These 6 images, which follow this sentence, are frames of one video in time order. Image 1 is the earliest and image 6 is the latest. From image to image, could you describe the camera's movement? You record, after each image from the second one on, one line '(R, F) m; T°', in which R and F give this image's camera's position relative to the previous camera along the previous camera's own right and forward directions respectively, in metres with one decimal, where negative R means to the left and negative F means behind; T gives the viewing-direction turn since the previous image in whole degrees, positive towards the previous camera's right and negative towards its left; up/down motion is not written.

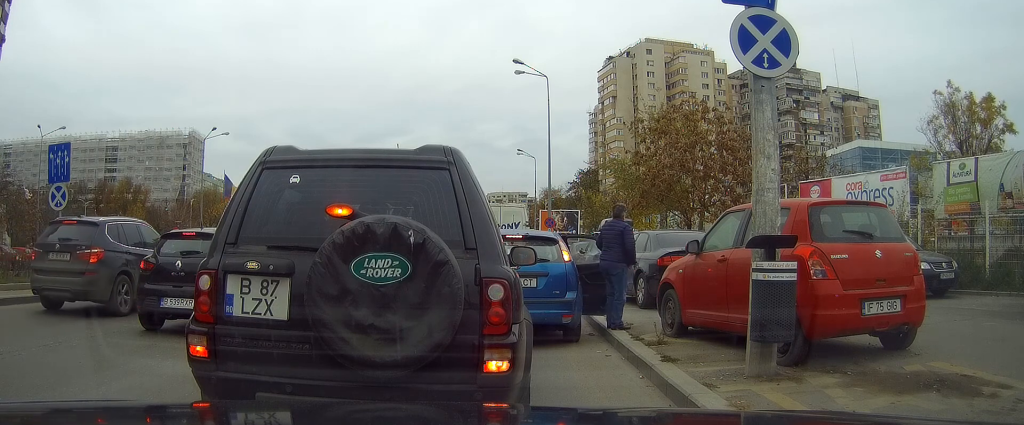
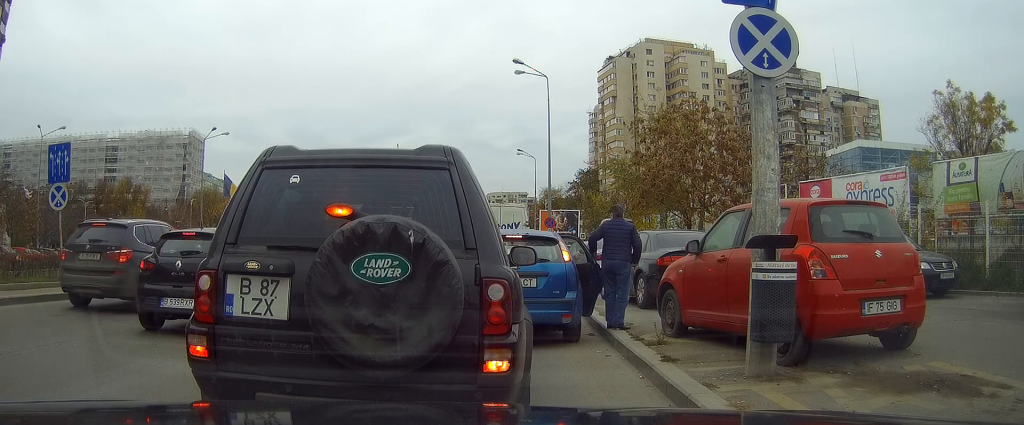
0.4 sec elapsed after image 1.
(0.0, 0.0) m; 0°
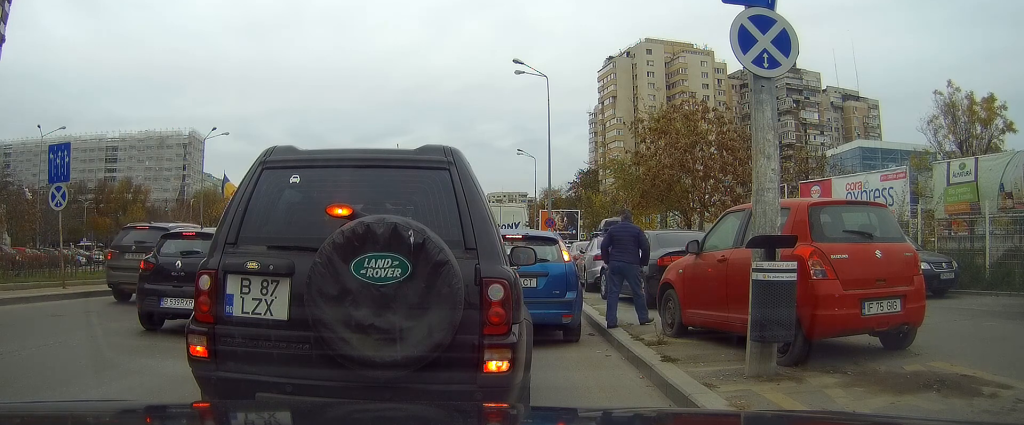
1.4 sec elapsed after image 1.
(+0.2, 0.0) m; 0°
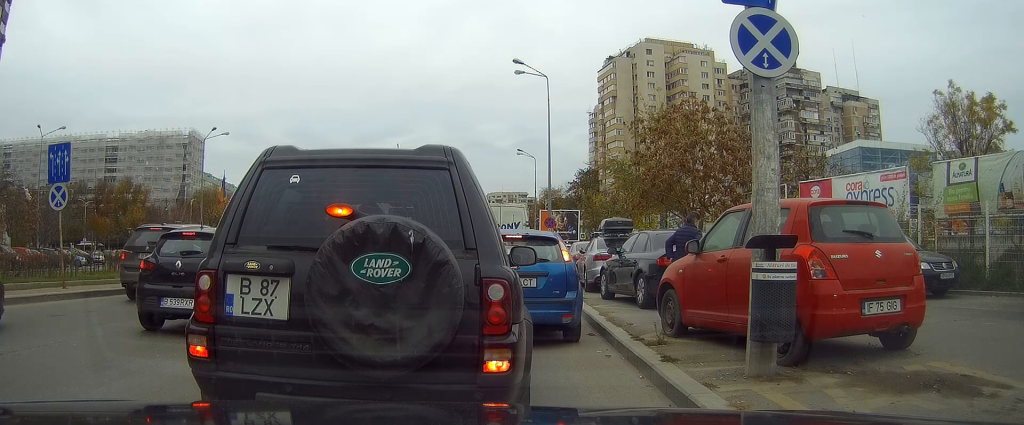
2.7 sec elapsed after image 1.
(+0.3, +0.1) m; 0°
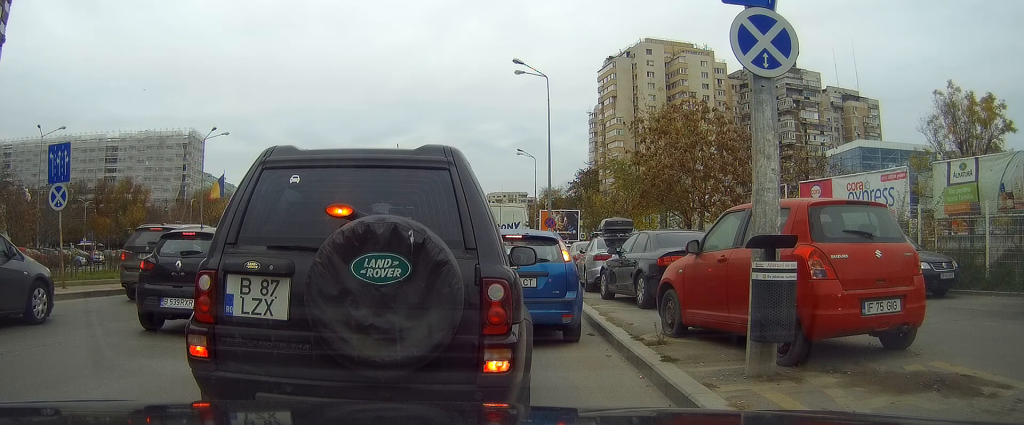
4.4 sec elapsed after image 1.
(+0.4, 0.0) m; 0°
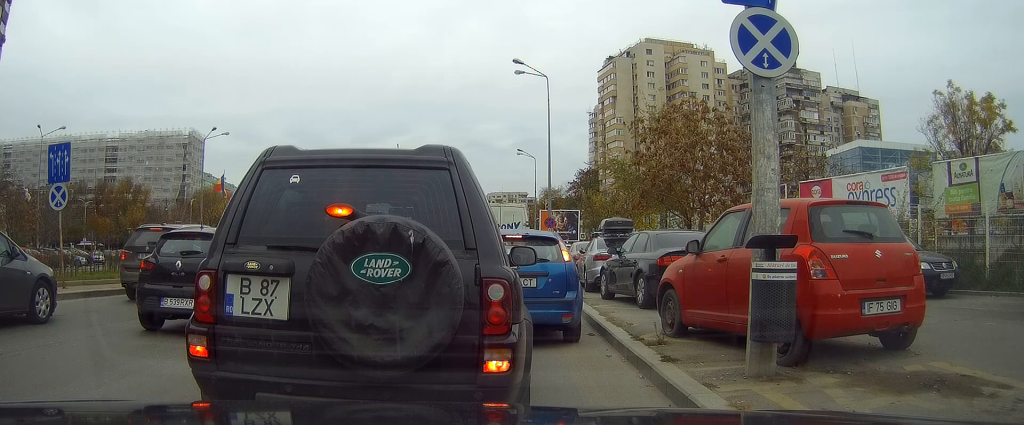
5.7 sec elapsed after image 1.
(0.0, -0.2) m; 0°
